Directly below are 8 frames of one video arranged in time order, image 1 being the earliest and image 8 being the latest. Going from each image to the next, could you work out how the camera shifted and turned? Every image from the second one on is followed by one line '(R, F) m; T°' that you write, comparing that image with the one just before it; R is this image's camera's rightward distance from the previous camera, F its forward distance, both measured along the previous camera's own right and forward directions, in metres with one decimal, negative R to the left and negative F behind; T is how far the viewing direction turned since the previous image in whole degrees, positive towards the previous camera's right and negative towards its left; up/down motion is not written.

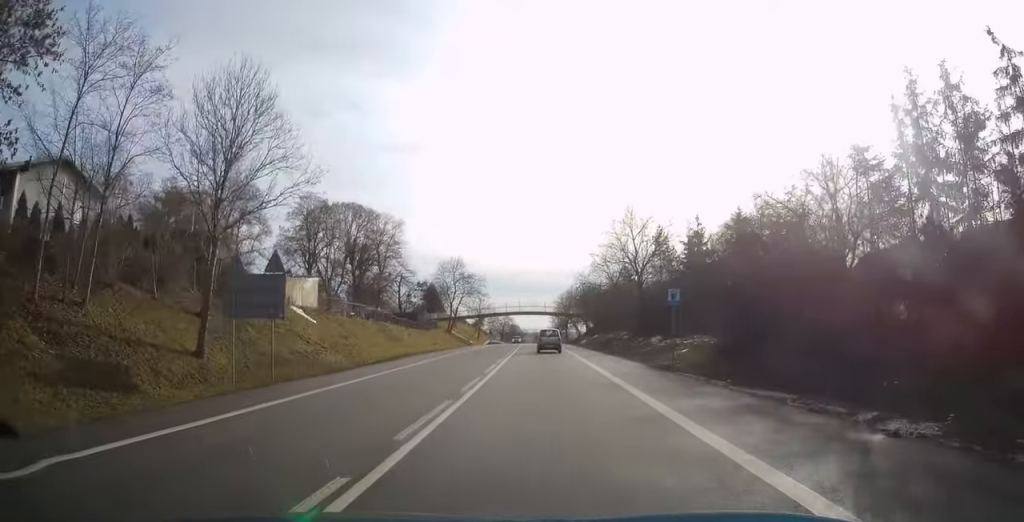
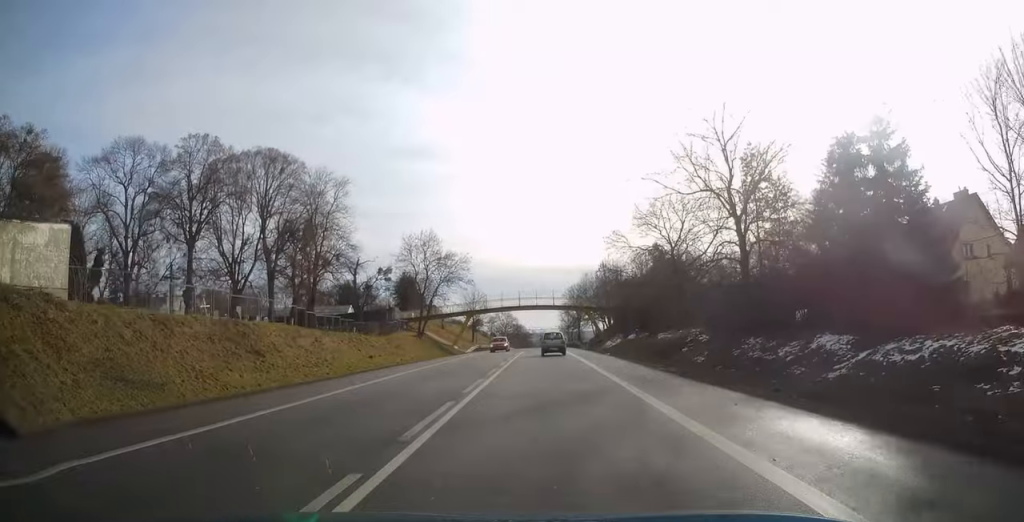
(-0.5, +29.4) m; -2°
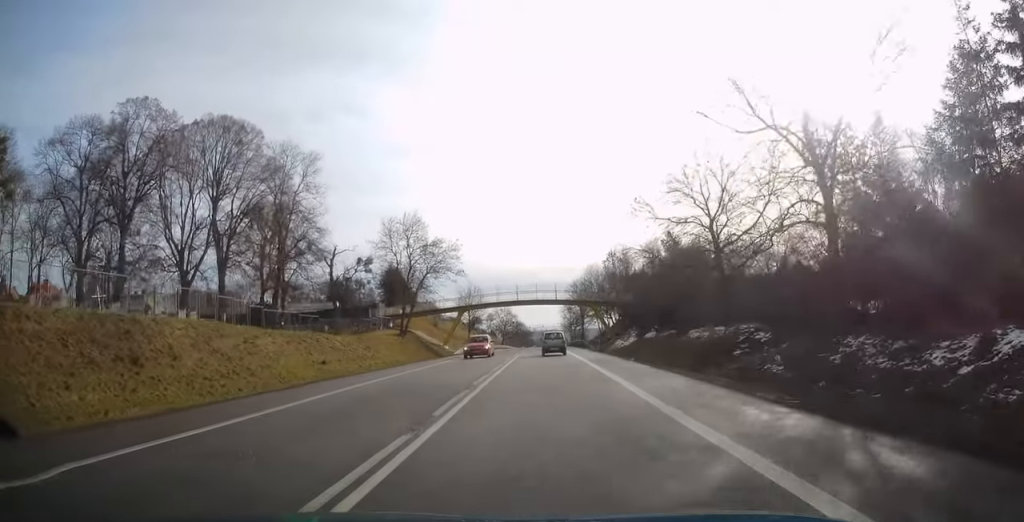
(-0.1, +9.6) m; 0°
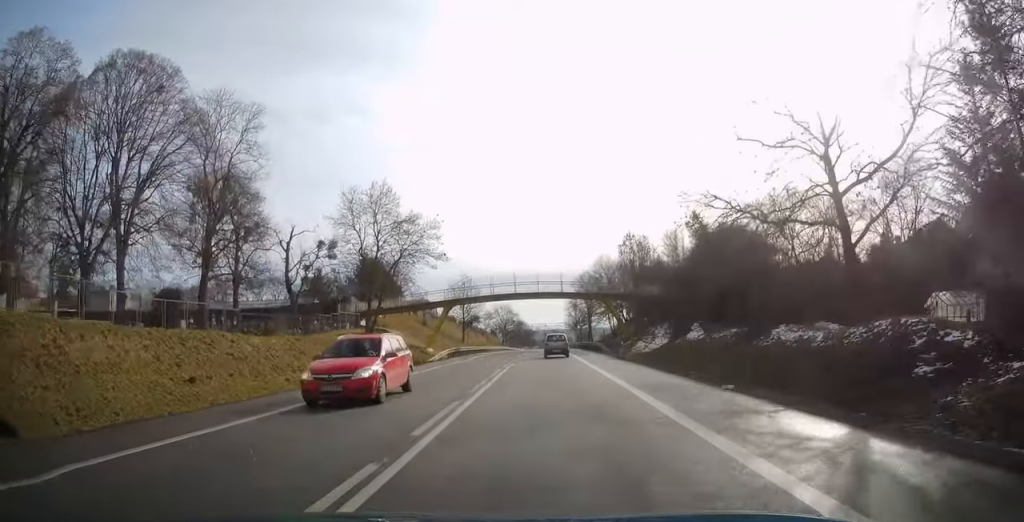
(+0.1, +13.5) m; 0°
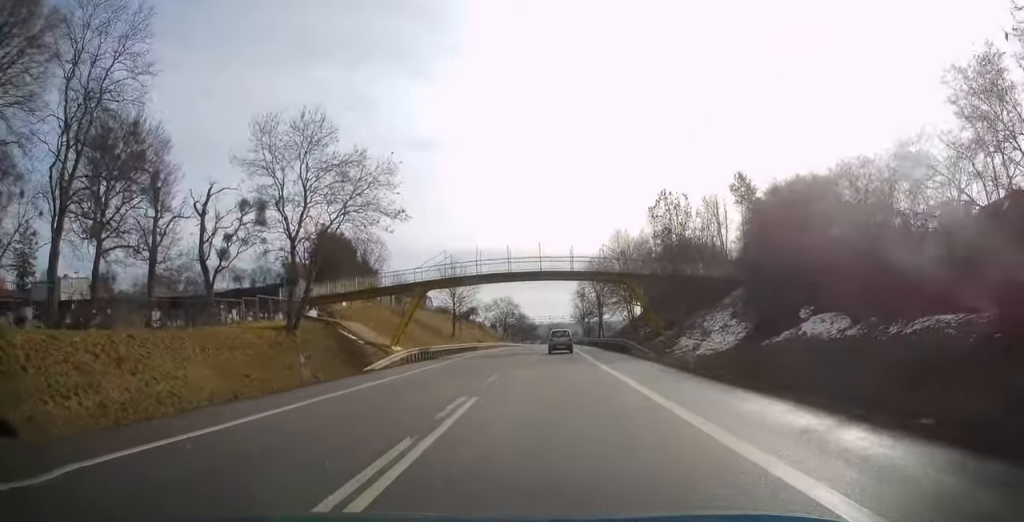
(-0.1, +16.4) m; -1°
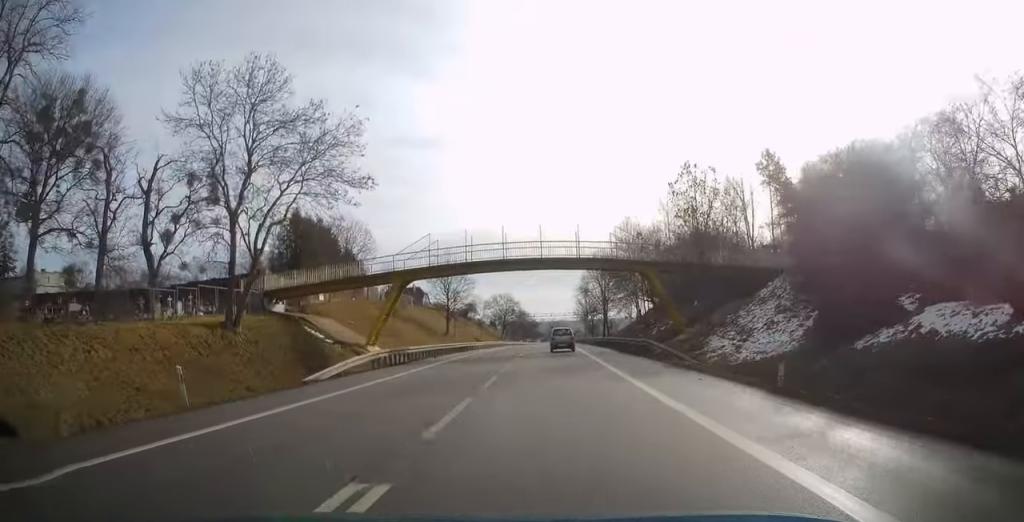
(-0.1, +7.2) m; 0°
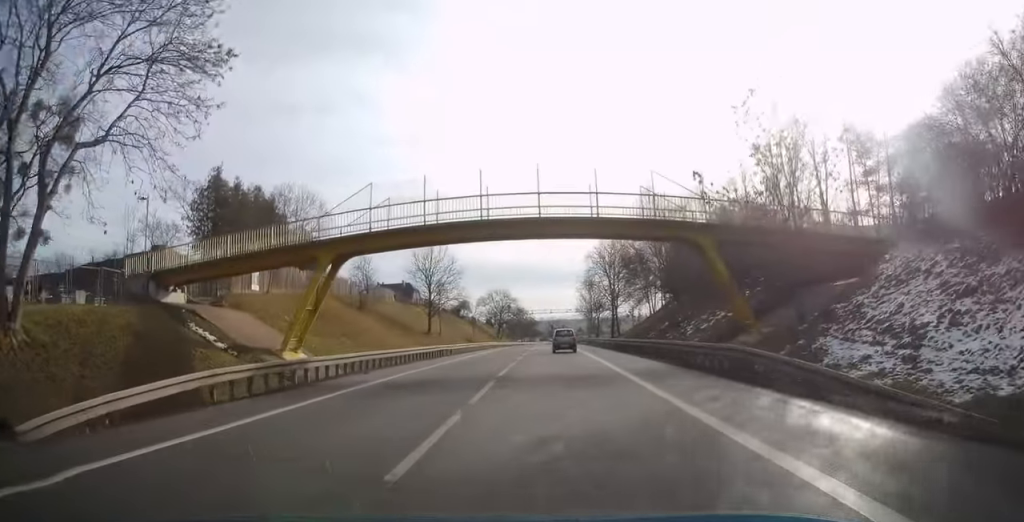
(-0.1, +14.1) m; +1°
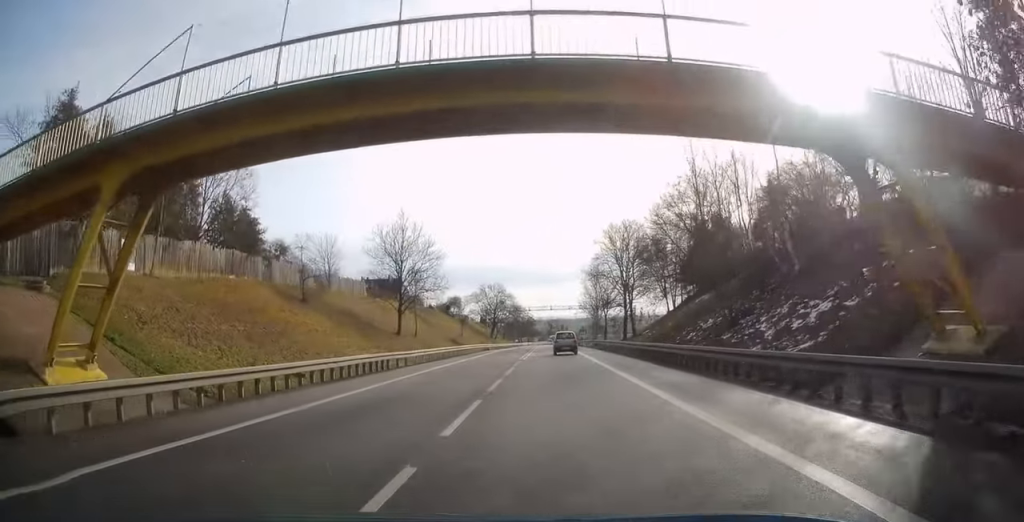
(+0.3, +15.8) m; +1°
